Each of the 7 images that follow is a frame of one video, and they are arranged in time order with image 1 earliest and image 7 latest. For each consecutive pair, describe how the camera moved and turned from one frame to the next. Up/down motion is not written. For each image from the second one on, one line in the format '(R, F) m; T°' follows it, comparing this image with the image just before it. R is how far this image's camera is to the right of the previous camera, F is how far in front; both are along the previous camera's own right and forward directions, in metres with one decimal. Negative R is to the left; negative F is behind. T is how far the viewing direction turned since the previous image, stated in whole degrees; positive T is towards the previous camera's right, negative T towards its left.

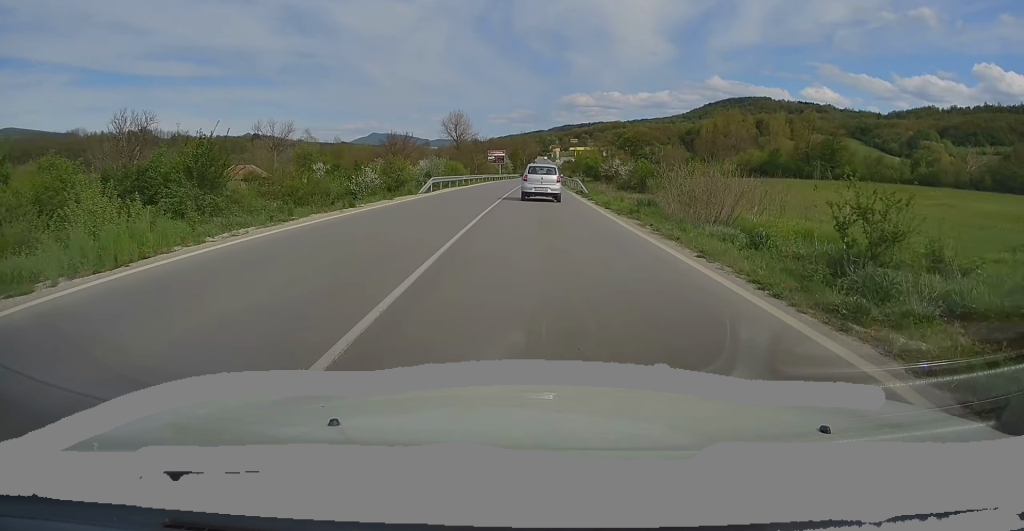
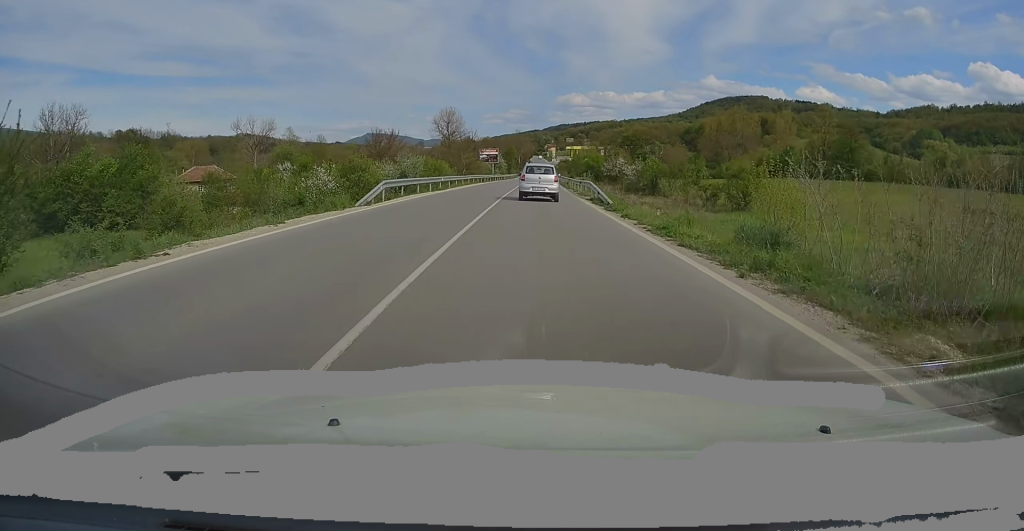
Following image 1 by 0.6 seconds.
(0.0, +11.8) m; 0°
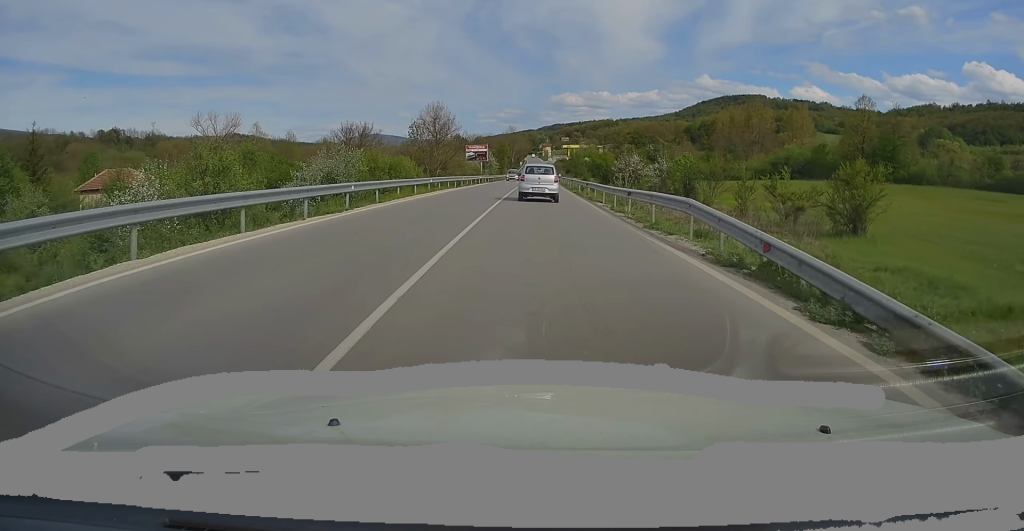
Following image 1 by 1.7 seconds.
(+0.1, +21.0) m; 0°
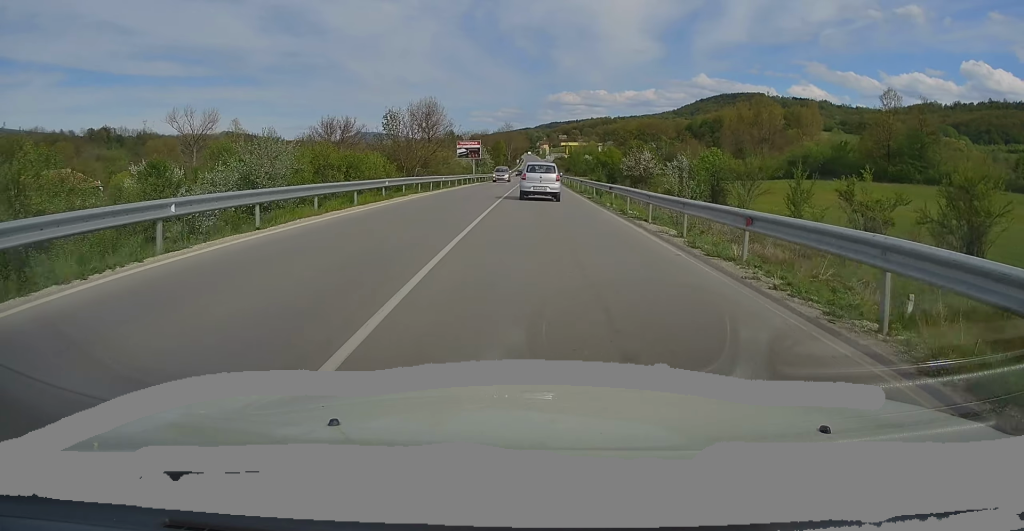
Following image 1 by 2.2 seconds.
(-0.1, +11.3) m; 0°
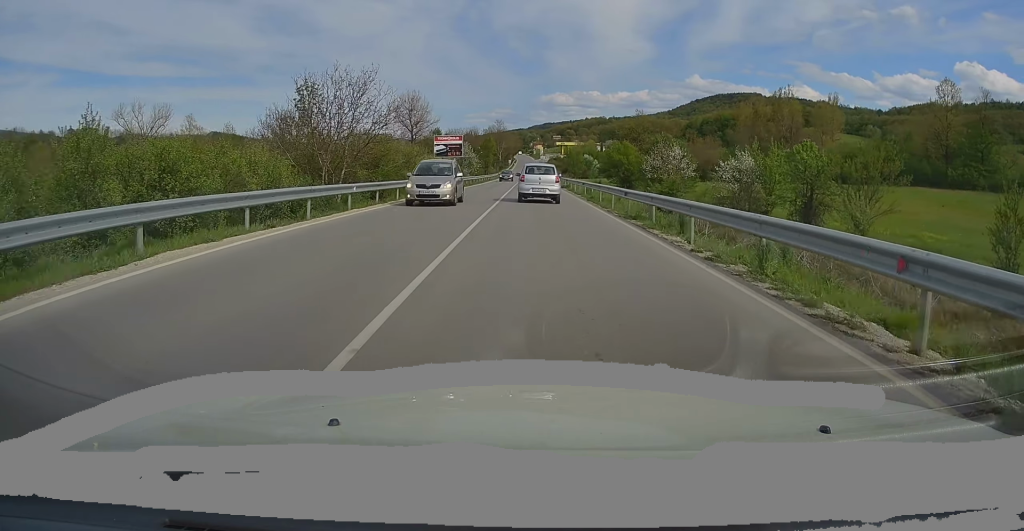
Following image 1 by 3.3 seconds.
(+0.3, +20.7) m; +1°
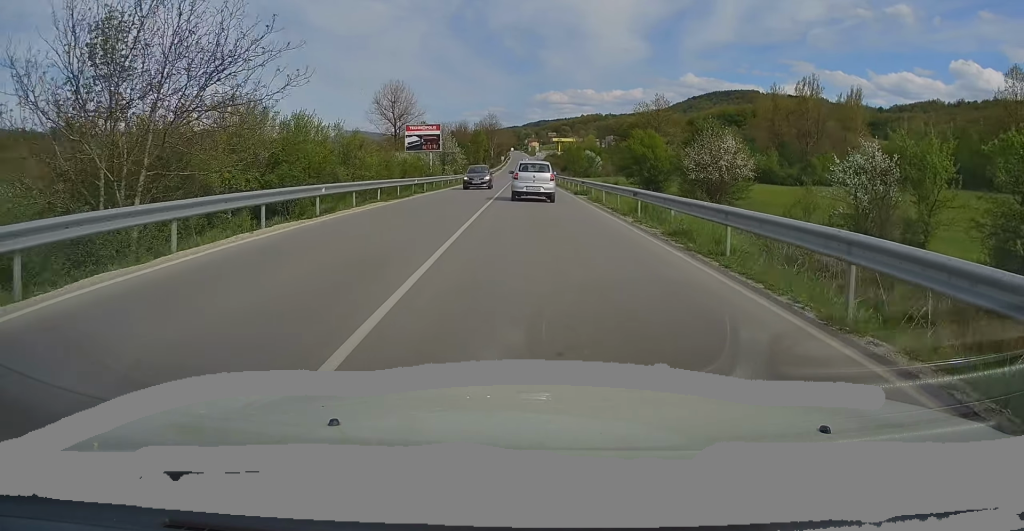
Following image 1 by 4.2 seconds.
(+0.1, +18.7) m; -1°
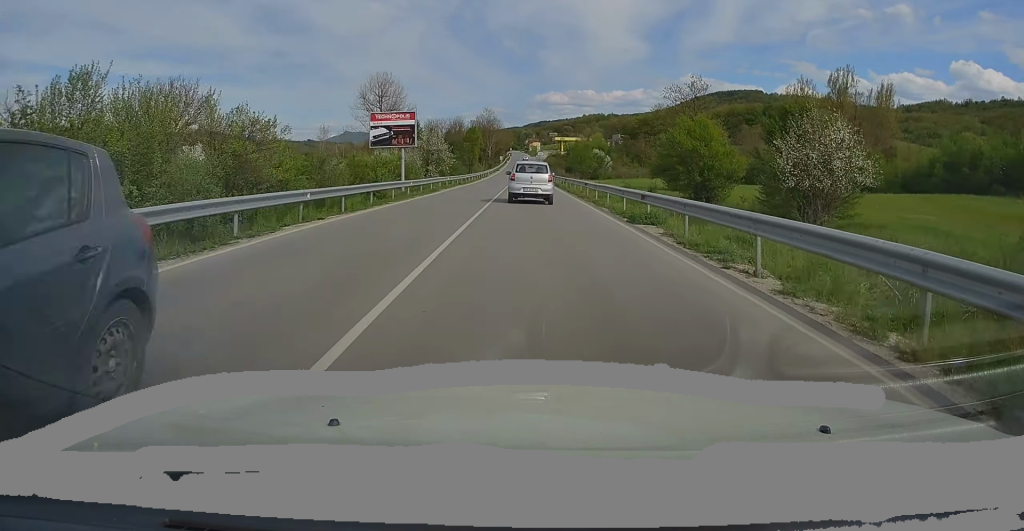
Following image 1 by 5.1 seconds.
(-0.3, +17.2) m; 0°
